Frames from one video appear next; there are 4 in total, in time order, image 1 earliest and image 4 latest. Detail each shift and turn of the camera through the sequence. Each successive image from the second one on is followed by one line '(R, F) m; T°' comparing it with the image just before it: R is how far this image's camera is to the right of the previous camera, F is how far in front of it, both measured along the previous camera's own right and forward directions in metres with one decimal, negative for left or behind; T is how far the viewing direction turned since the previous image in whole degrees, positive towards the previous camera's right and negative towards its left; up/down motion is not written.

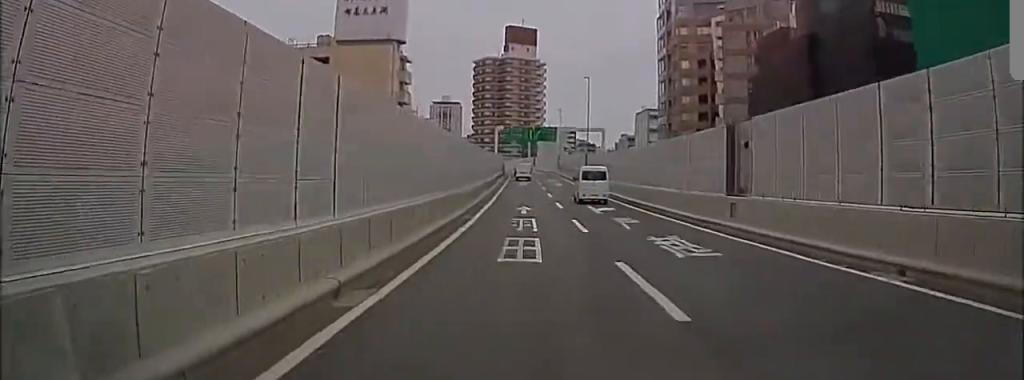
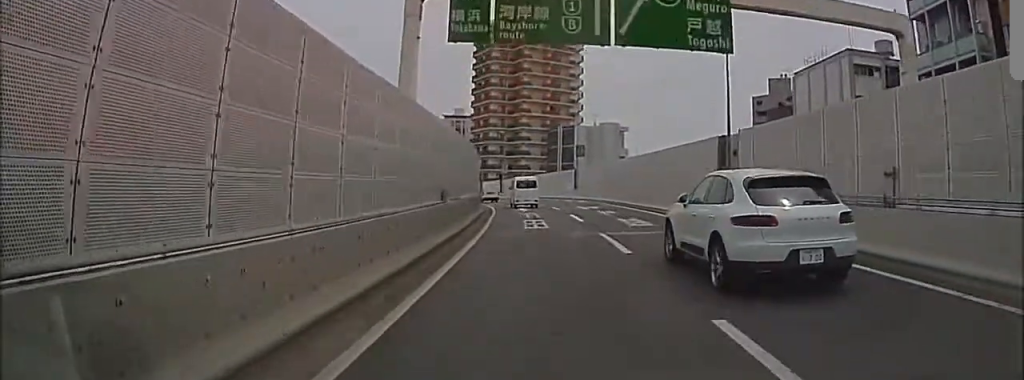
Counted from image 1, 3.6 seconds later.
(-5.5, +73.3) m; -5°
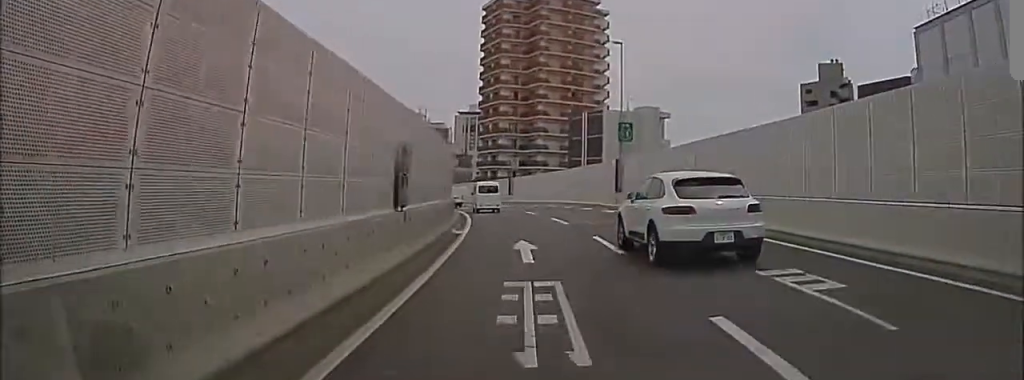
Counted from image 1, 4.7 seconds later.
(0.0, +19.4) m; -2°
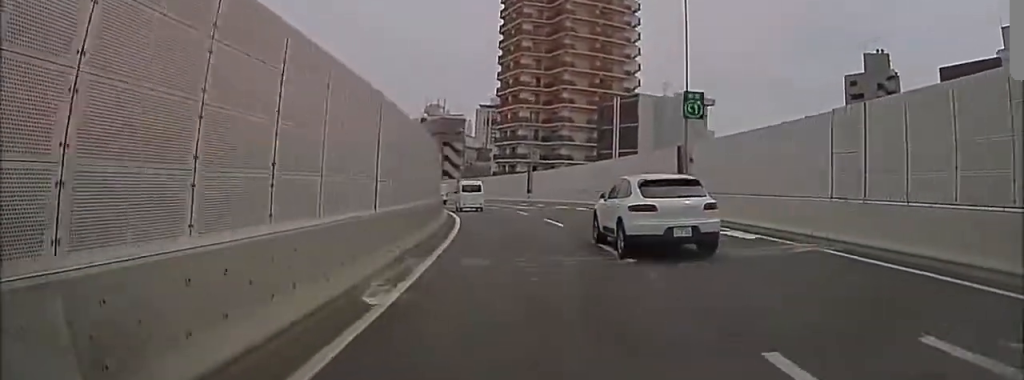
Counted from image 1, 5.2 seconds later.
(-0.2, +10.6) m; -2°
